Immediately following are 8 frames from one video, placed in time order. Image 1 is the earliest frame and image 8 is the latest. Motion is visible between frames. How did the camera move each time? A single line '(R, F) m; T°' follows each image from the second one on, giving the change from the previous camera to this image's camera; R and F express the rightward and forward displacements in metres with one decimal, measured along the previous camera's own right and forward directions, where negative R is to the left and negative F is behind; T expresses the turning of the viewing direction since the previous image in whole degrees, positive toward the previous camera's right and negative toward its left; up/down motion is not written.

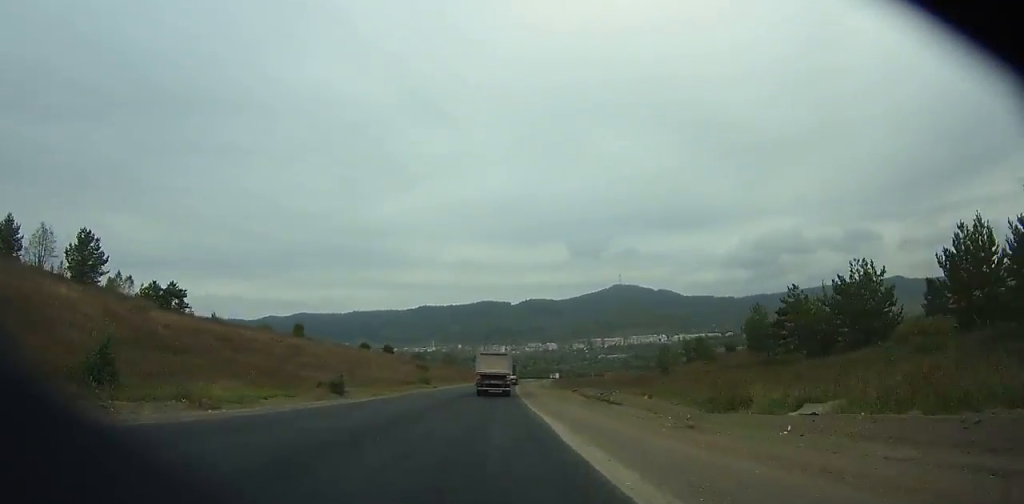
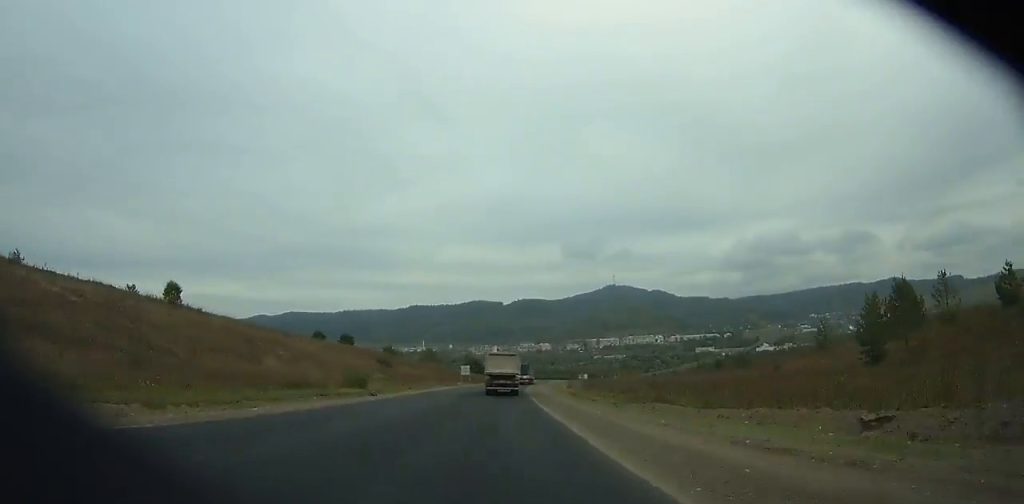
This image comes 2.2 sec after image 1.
(+0.4, +45.8) m; +1°
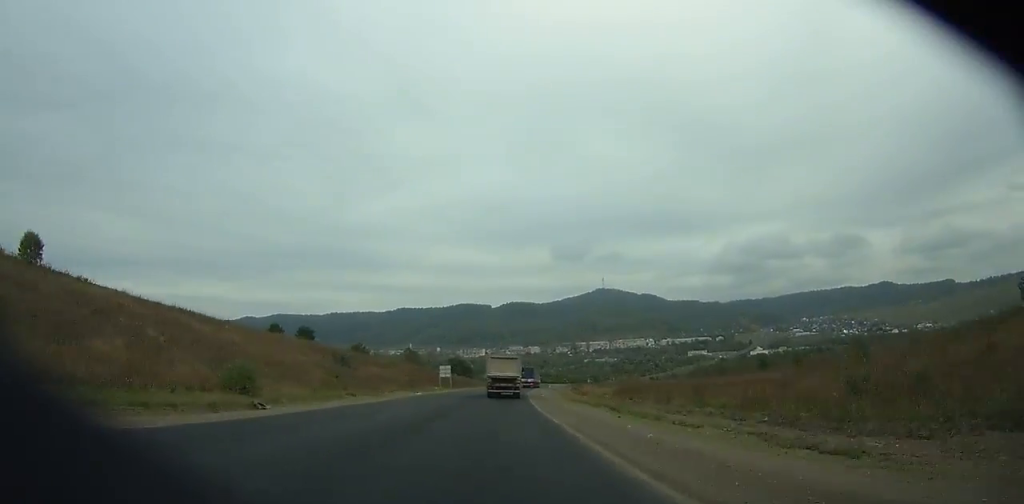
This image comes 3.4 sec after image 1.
(-0.1, +25.1) m; +1°
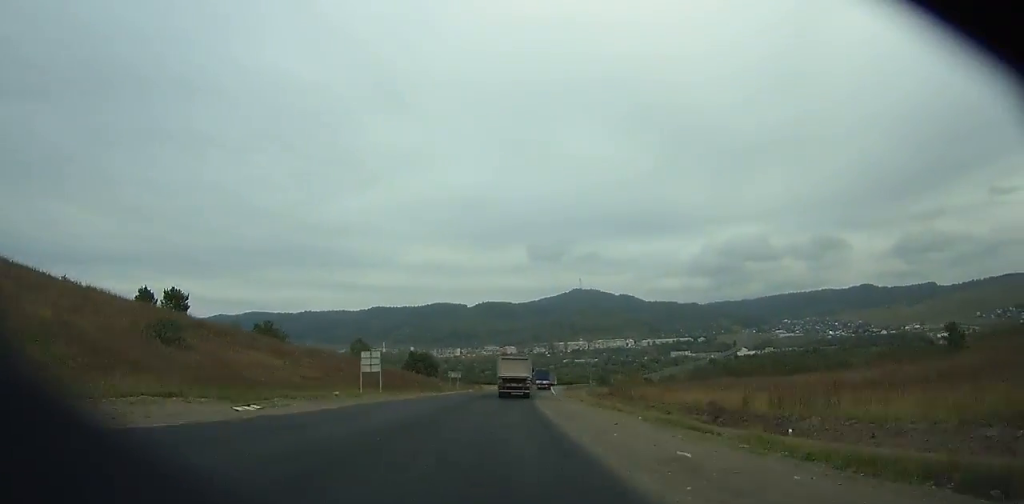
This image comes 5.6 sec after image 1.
(+0.8, +46.6) m; +2°
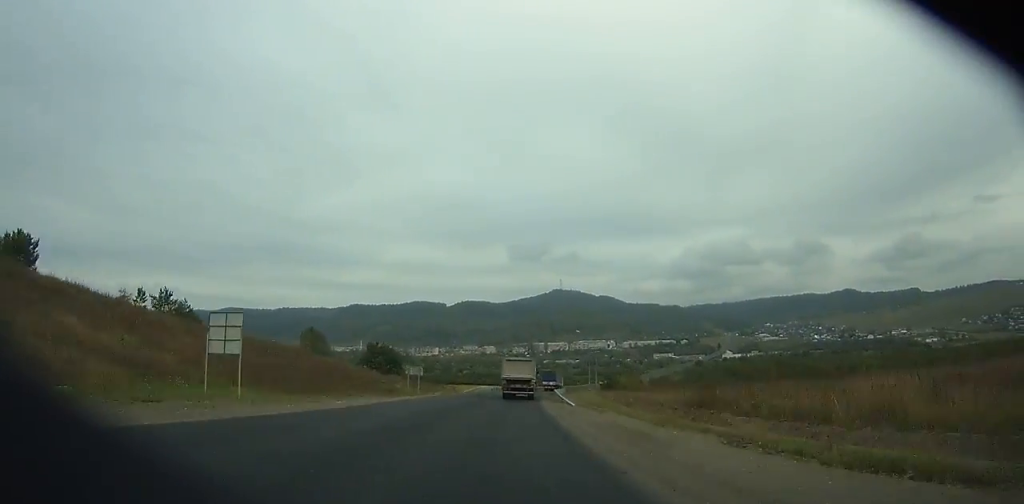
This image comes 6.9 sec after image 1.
(-0.3, +27.7) m; +2°
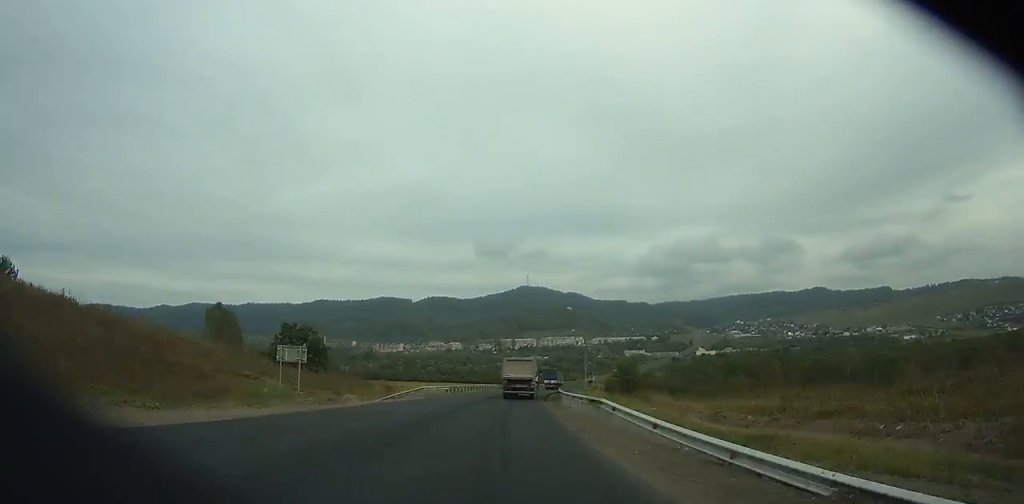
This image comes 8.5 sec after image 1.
(+1.3, +34.6) m; +3°
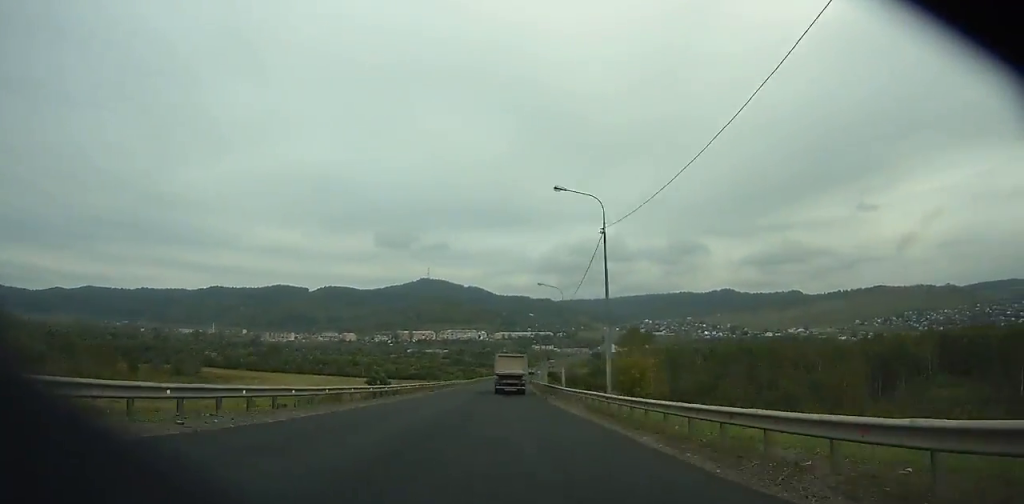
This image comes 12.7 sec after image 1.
(+6.6, +91.6) m; +8°
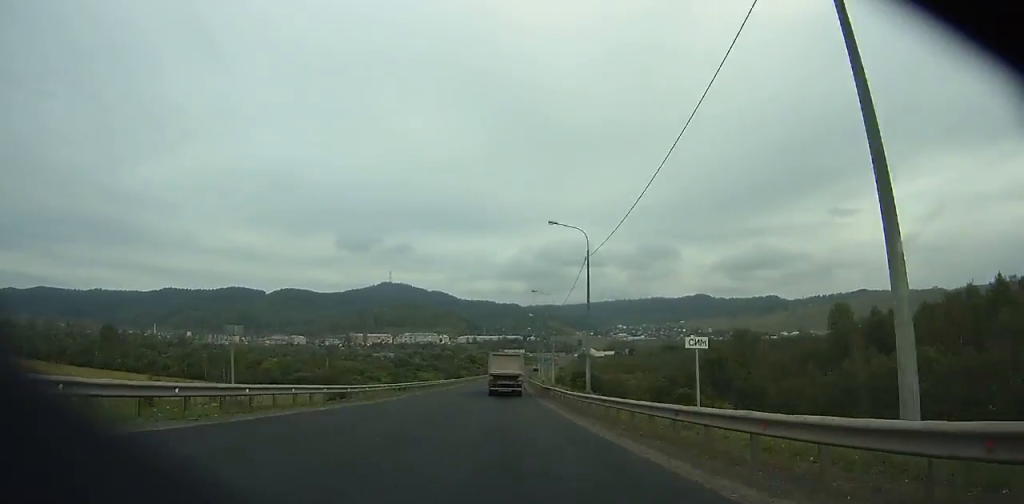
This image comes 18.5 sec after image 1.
(+6.6, +130.1) m; +5°
